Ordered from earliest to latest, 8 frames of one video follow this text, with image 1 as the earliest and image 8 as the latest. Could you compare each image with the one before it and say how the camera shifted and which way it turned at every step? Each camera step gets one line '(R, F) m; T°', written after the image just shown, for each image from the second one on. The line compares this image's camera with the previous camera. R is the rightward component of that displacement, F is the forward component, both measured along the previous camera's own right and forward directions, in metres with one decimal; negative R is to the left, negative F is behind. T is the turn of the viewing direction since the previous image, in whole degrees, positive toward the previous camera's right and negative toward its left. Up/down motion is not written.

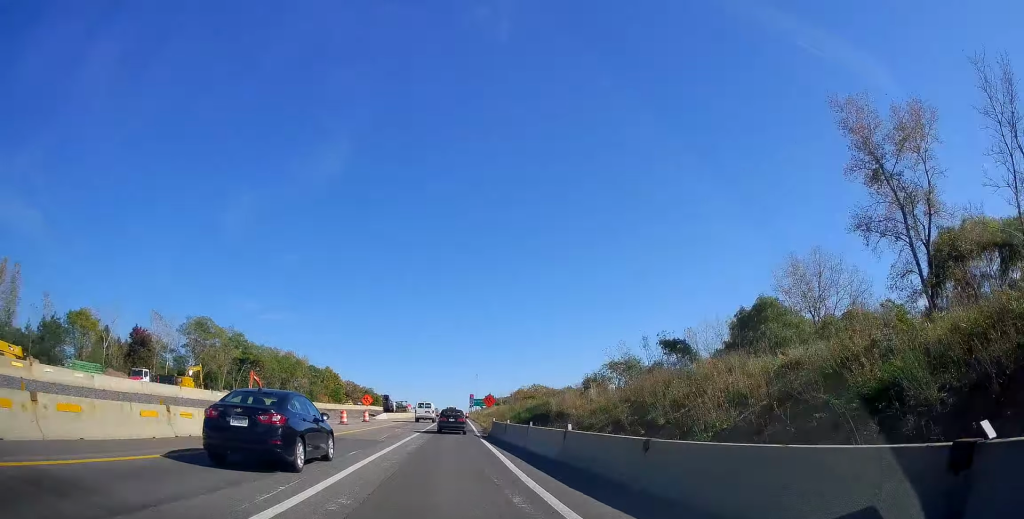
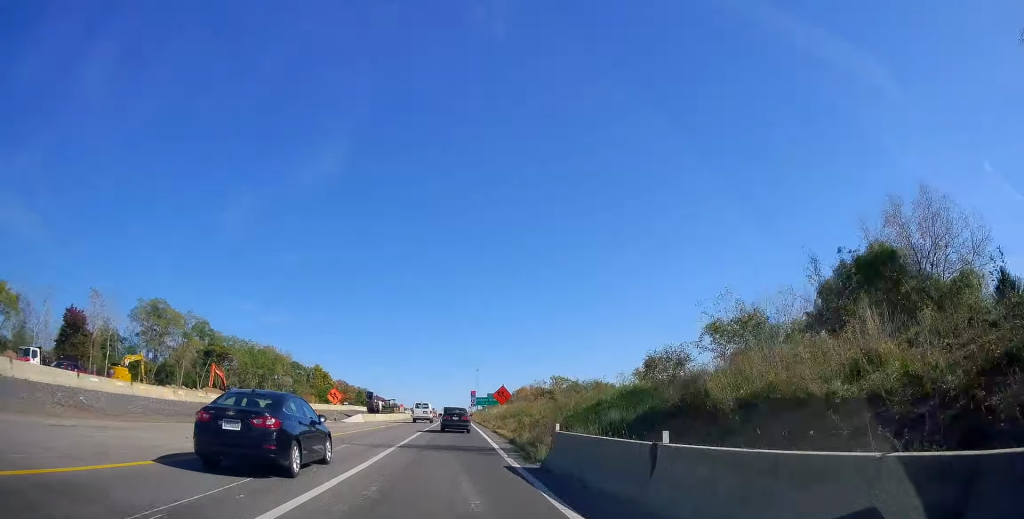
(-0.2, +20.7) m; +1°
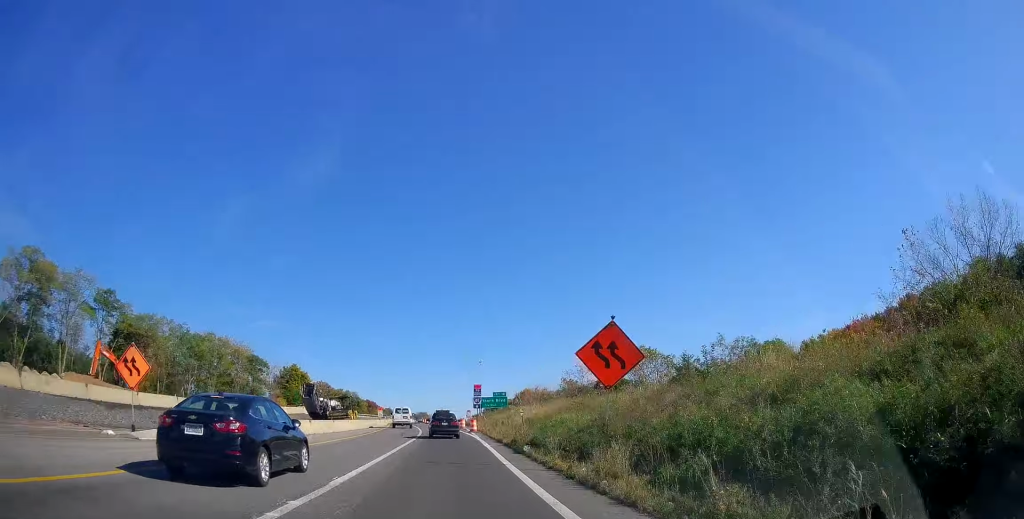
(+1.1, +37.6) m; +1°
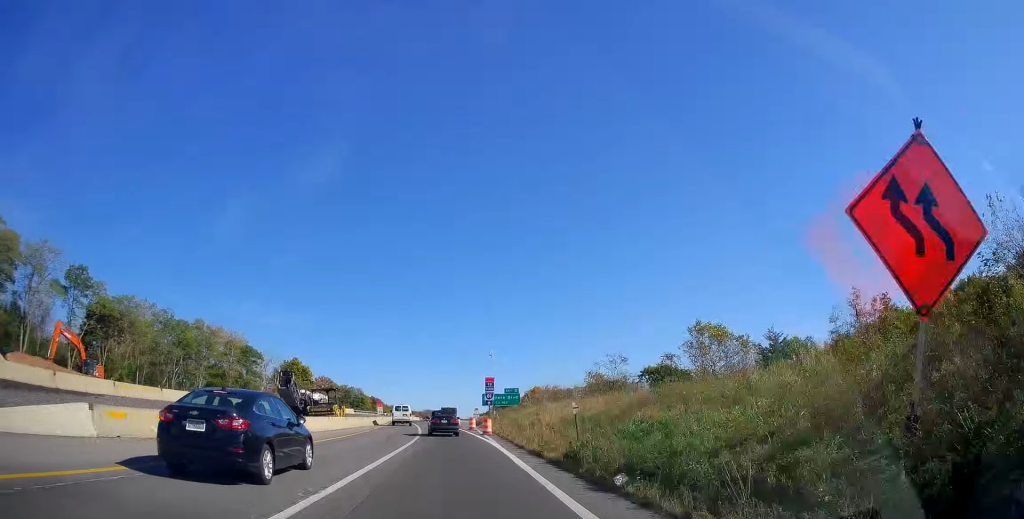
(-0.1, +10.4) m; 0°
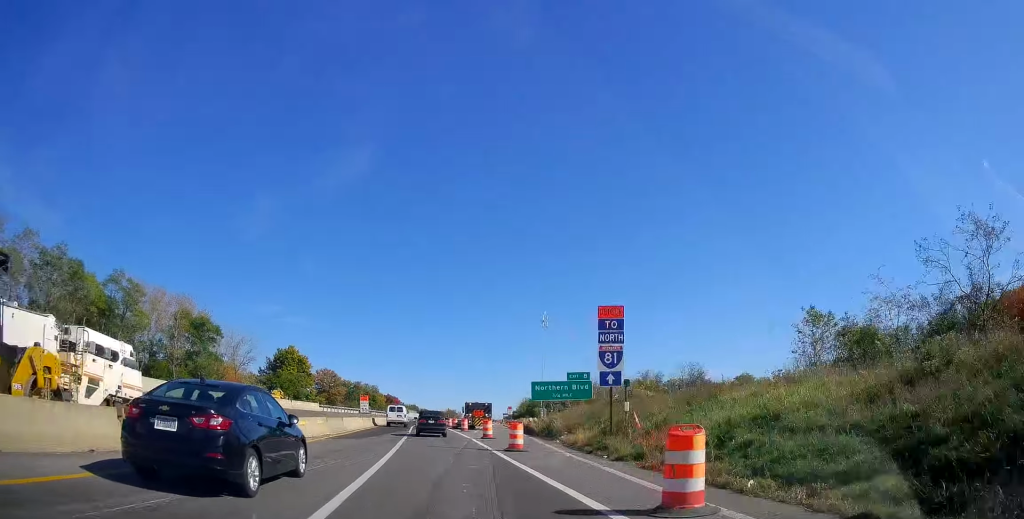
(-0.5, +39.6) m; -2°
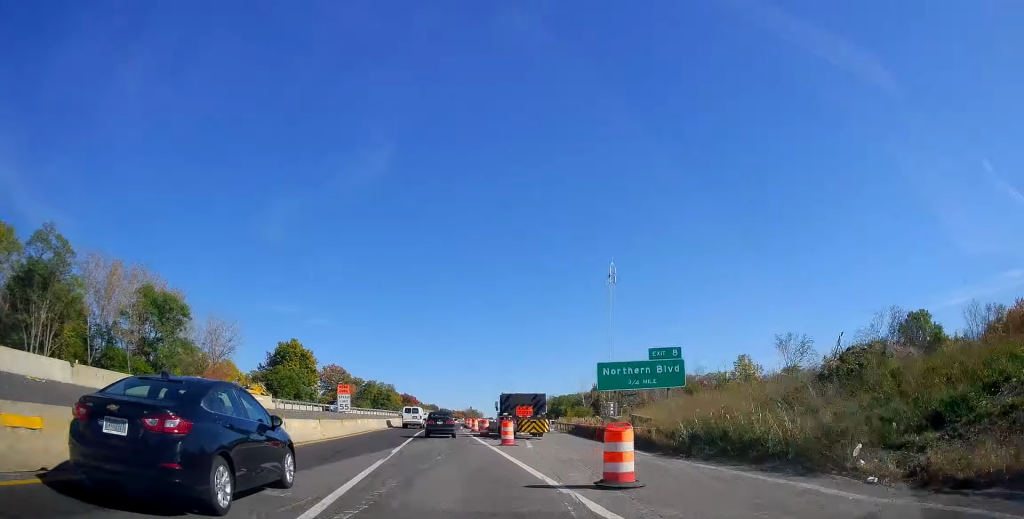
(-0.5, +21.6) m; -1°
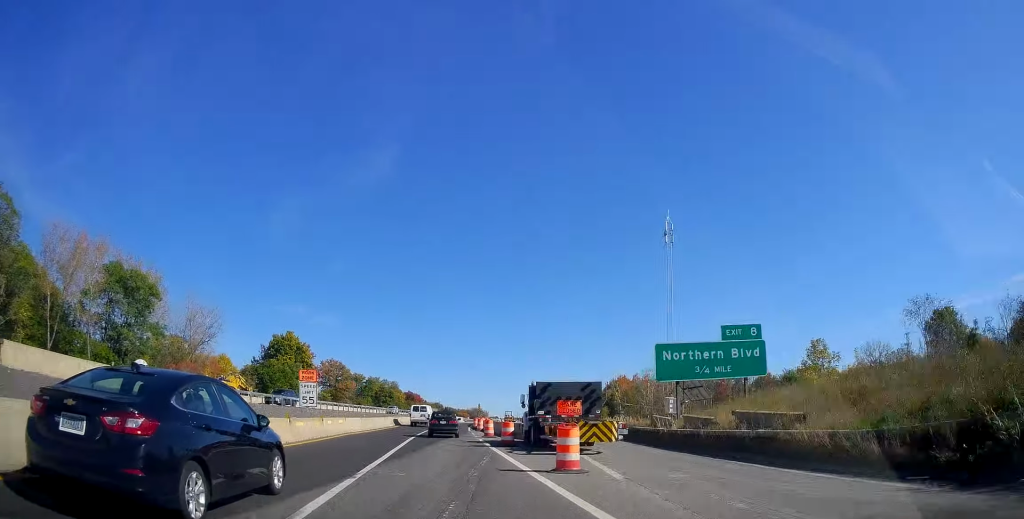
(0.0, +11.5) m; -1°
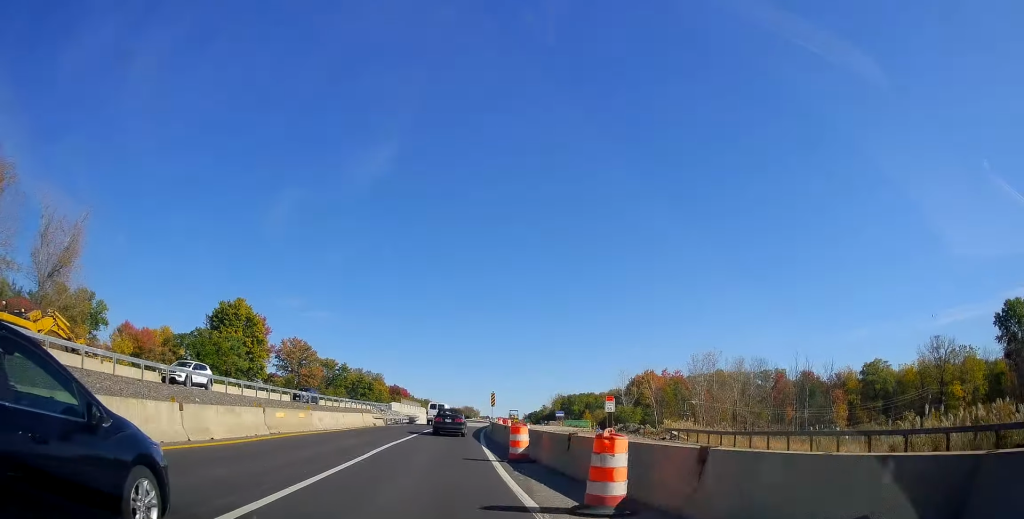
(-1.1, +38.5) m; -3°
